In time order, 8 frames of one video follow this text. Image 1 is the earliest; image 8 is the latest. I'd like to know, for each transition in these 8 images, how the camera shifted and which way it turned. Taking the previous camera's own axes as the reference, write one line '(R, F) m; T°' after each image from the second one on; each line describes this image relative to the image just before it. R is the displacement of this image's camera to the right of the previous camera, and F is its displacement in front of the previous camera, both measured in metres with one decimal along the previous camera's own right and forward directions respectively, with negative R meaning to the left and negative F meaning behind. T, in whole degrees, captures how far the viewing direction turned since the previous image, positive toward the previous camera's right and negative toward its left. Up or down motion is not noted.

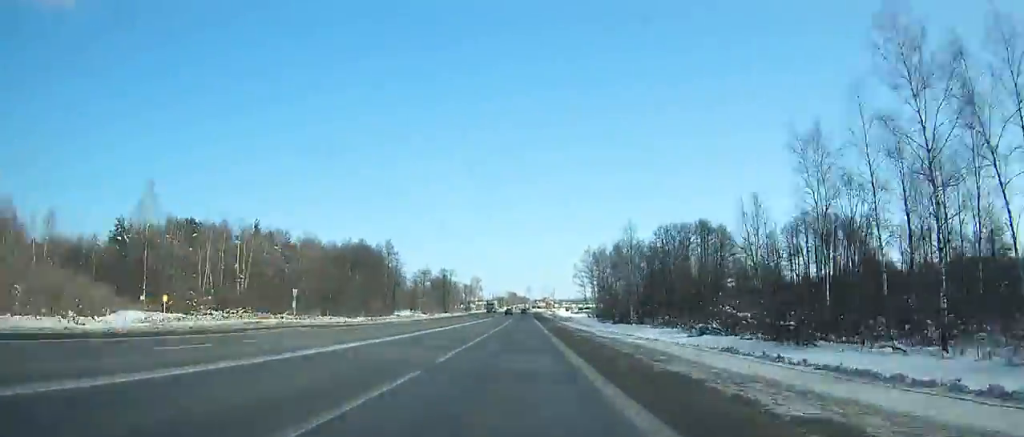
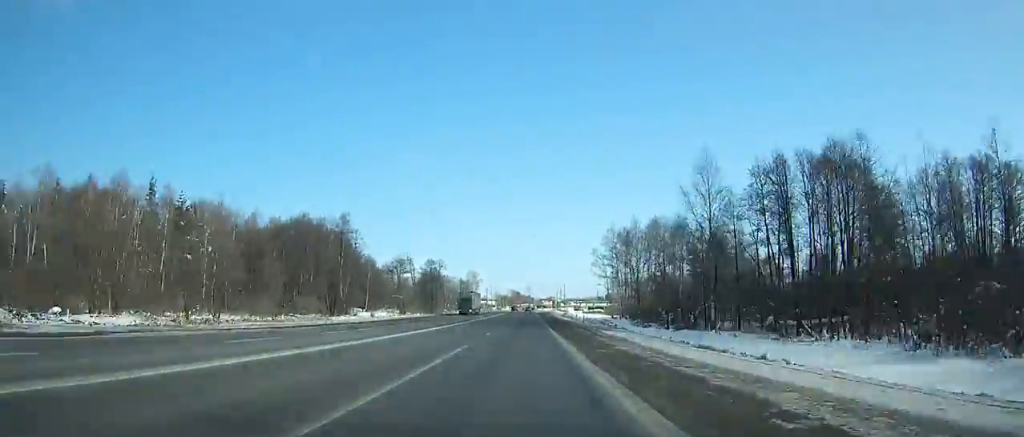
(-0.1, +42.2) m; 0°
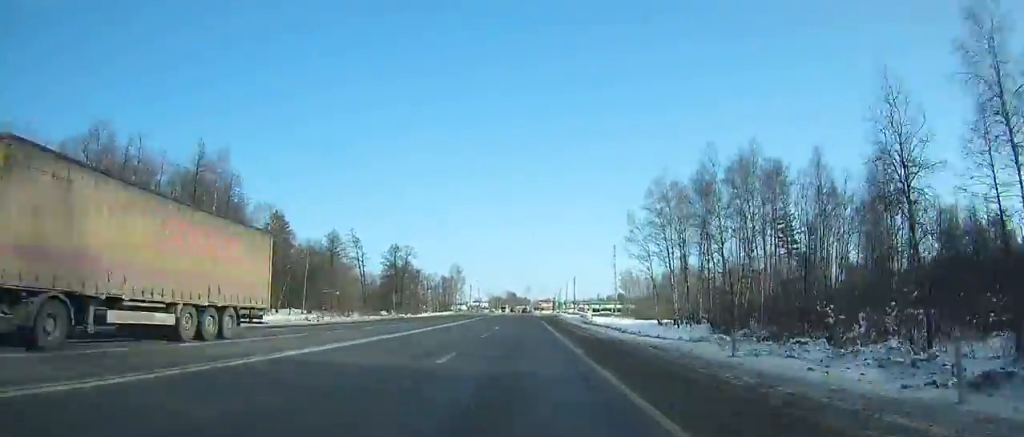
(-0.1, +51.9) m; 0°
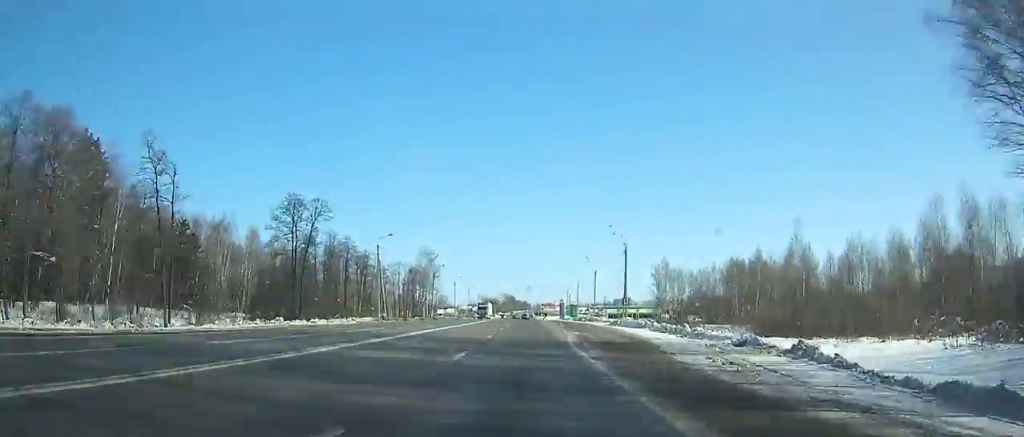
(0.0, +71.1) m; 0°
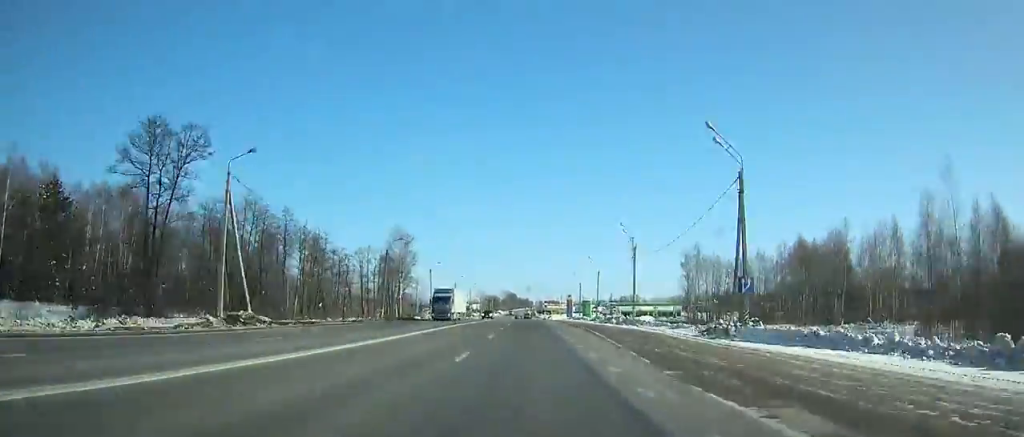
(+0.1, +36.4) m; 0°
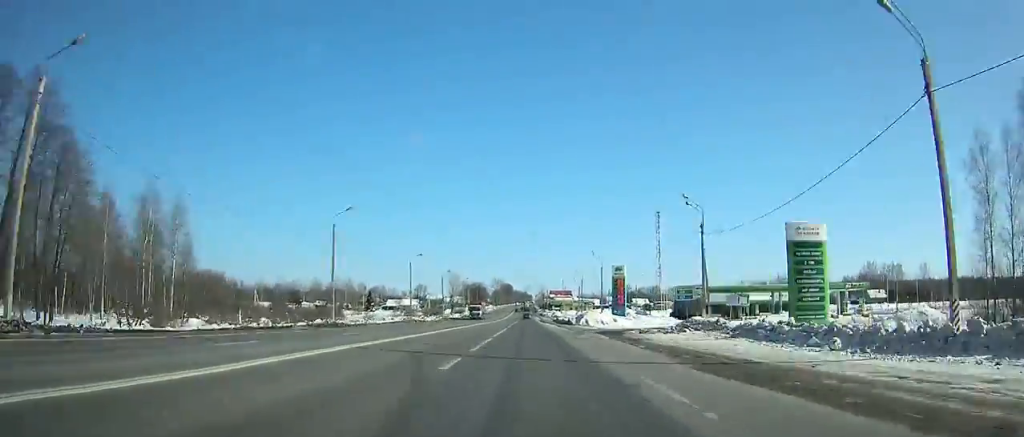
(+0.4, +121.0) m; 0°
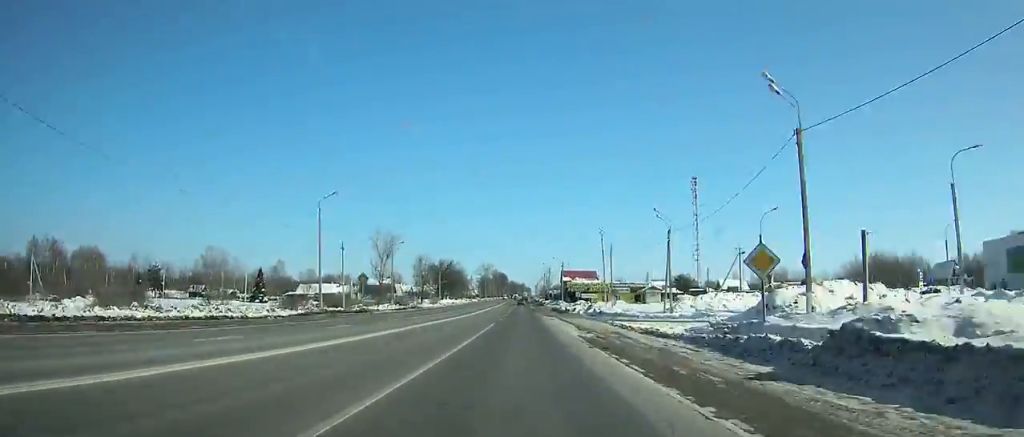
(-0.5, +105.1) m; 0°
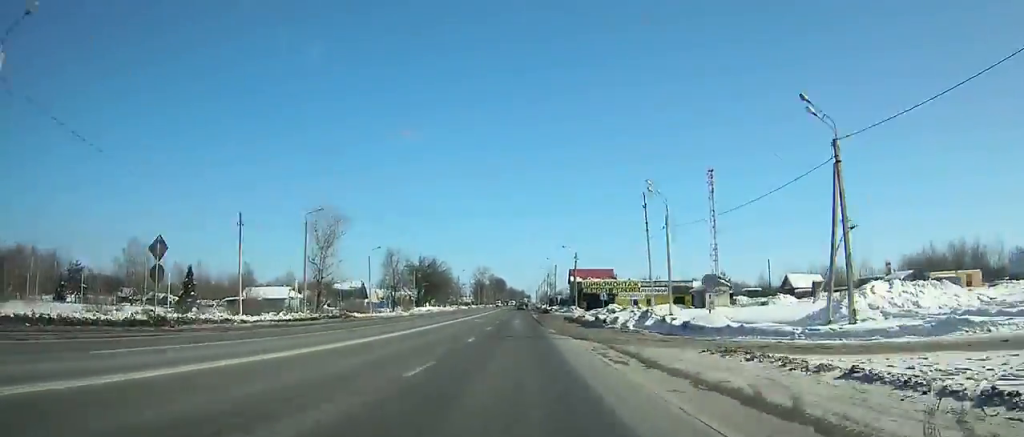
(0.0, +33.1) m; 0°
